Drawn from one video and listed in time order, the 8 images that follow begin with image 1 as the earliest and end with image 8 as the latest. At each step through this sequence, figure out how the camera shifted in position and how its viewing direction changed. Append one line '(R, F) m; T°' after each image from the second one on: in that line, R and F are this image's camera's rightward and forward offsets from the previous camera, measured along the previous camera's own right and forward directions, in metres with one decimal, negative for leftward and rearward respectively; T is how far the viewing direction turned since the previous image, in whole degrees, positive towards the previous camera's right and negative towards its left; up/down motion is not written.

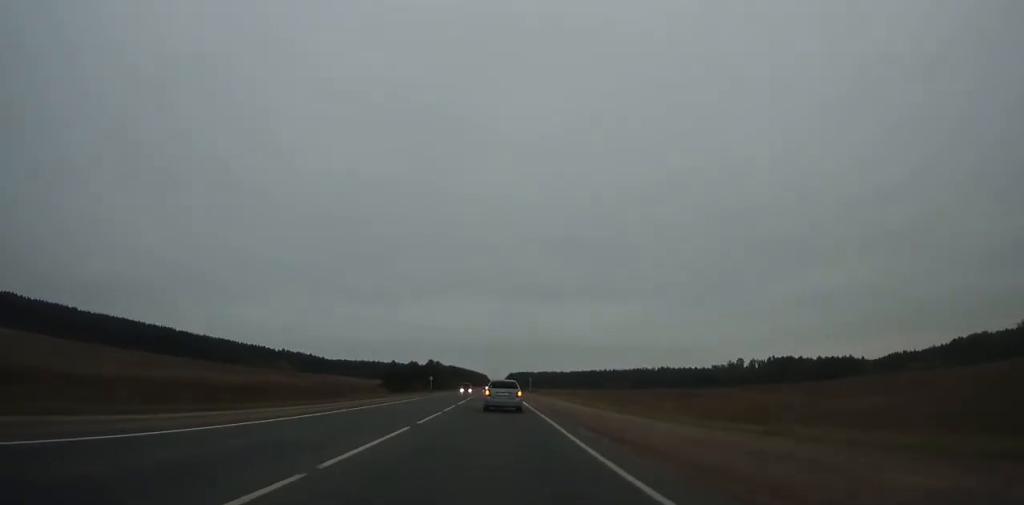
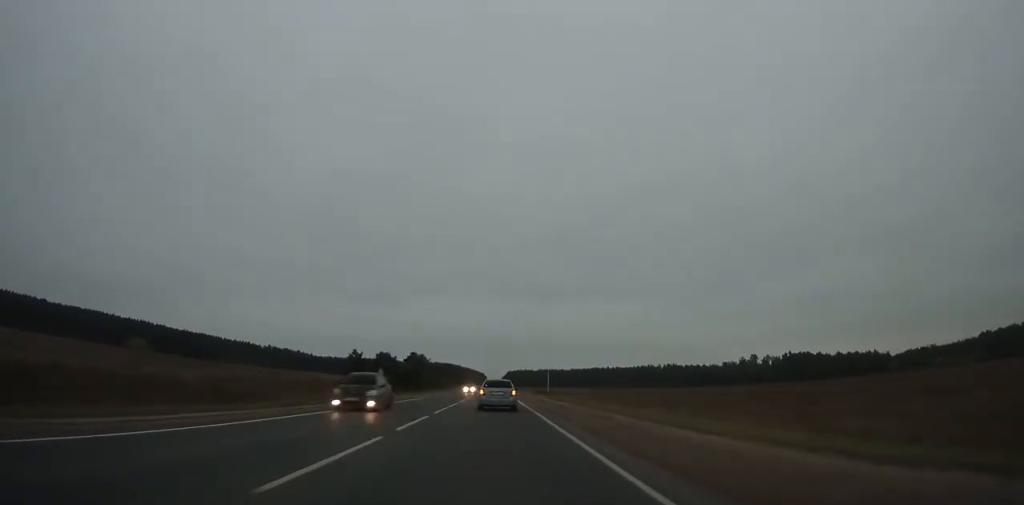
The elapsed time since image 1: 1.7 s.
(0.0, +43.1) m; 0°
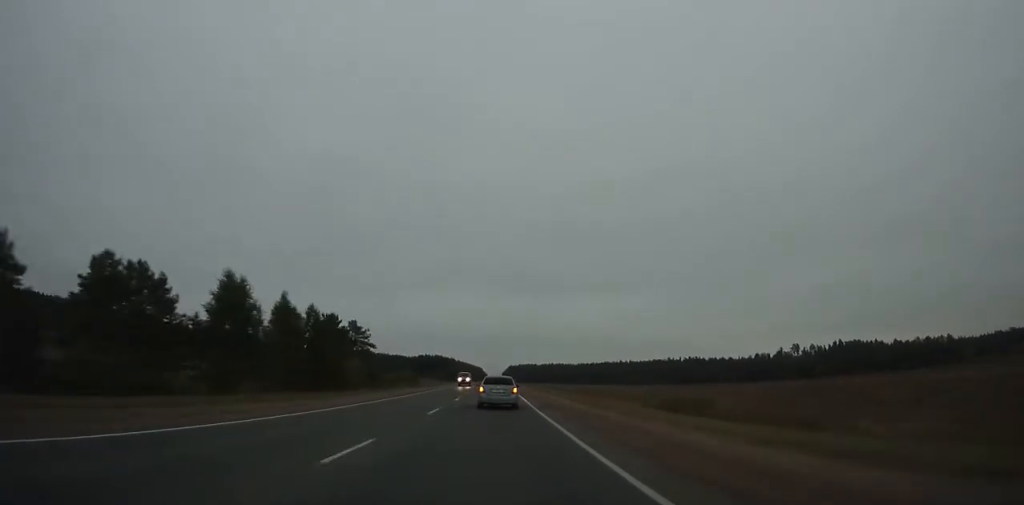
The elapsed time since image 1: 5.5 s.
(+0.5, +97.1) m; +1°
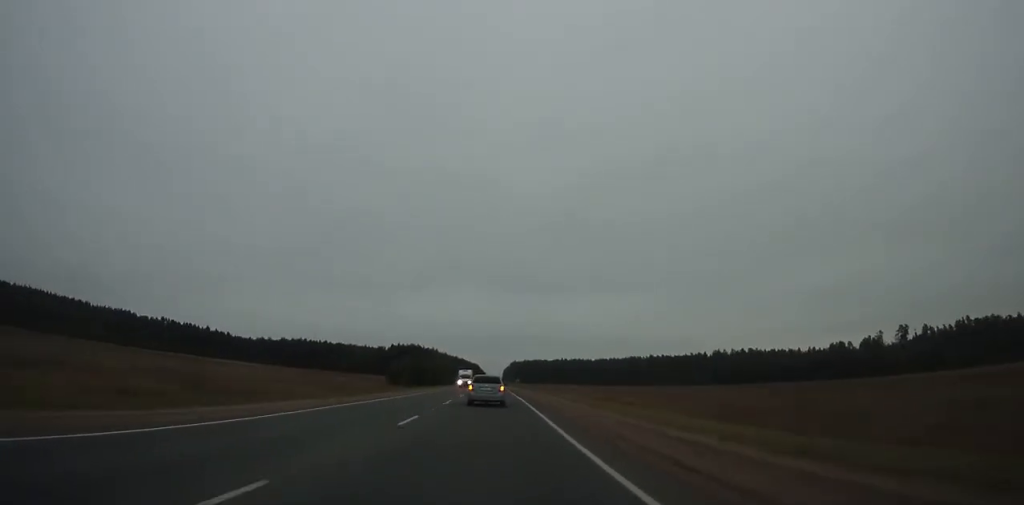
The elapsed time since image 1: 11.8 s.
(+0.4, +162.7) m; 0°
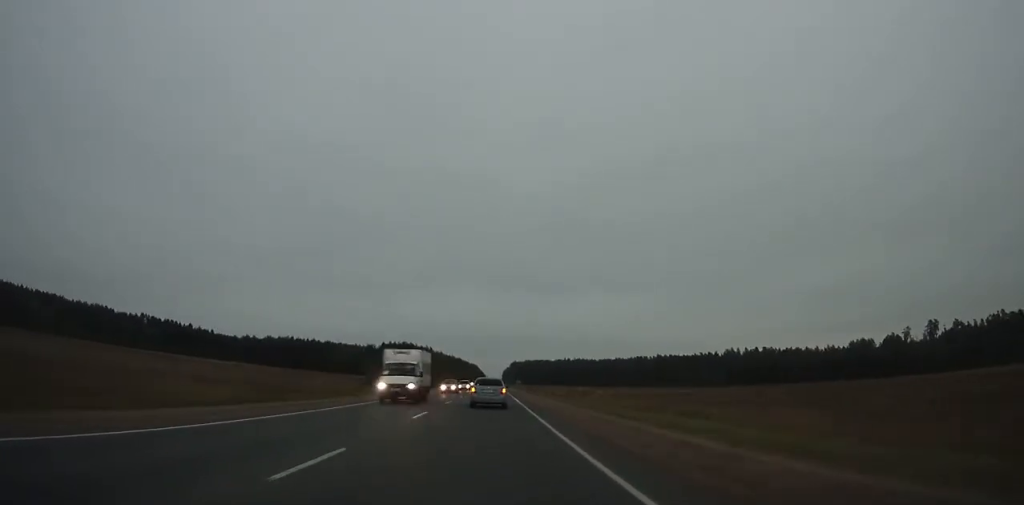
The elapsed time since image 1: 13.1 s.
(-0.1, +33.9) m; 0°
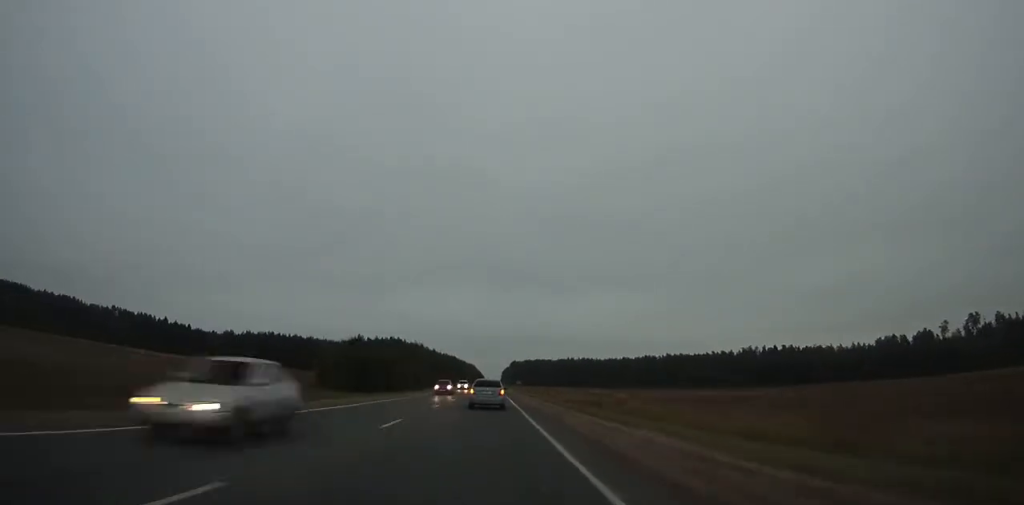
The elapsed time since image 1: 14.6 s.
(0.0, +39.4) m; 0°
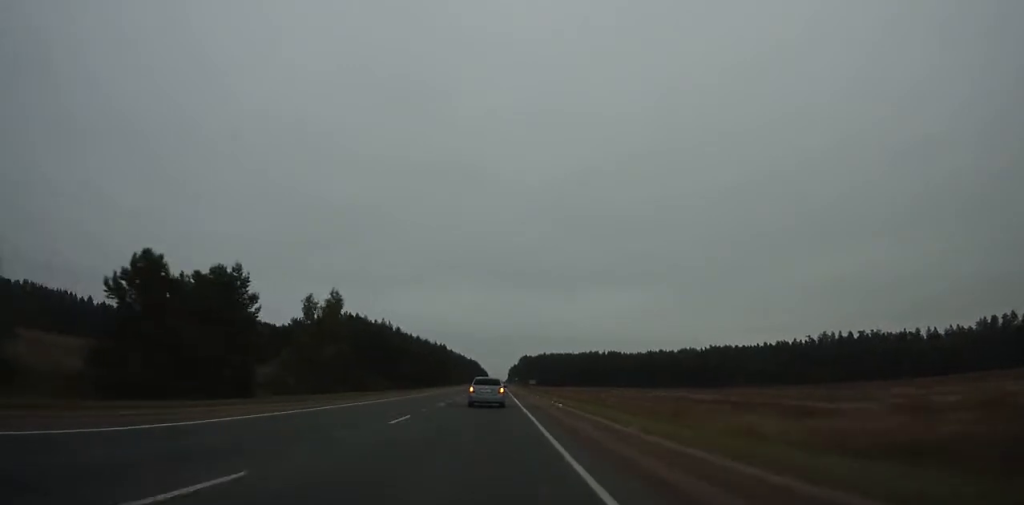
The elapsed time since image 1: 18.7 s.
(-0.1, +108.6) m; 0°
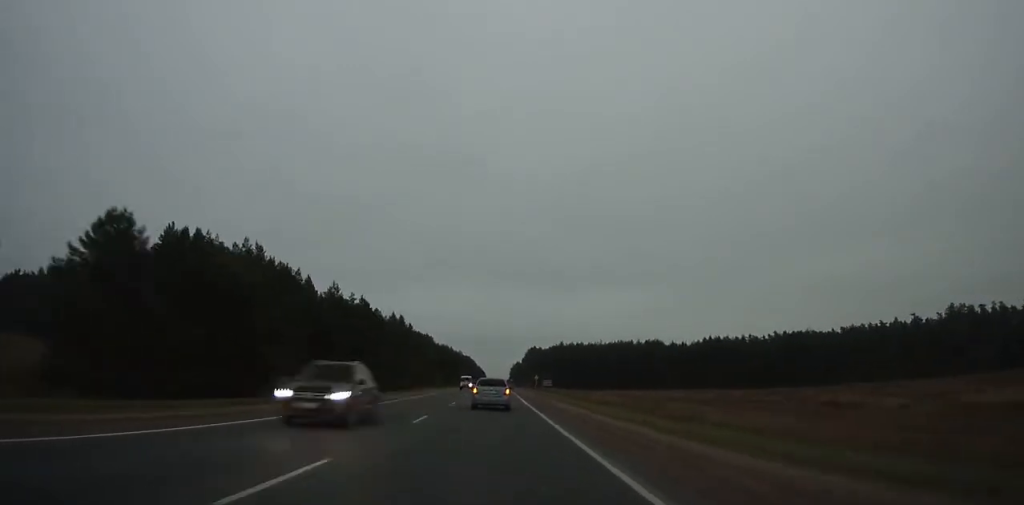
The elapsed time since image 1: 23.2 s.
(-0.1, +118.9) m; 0°
